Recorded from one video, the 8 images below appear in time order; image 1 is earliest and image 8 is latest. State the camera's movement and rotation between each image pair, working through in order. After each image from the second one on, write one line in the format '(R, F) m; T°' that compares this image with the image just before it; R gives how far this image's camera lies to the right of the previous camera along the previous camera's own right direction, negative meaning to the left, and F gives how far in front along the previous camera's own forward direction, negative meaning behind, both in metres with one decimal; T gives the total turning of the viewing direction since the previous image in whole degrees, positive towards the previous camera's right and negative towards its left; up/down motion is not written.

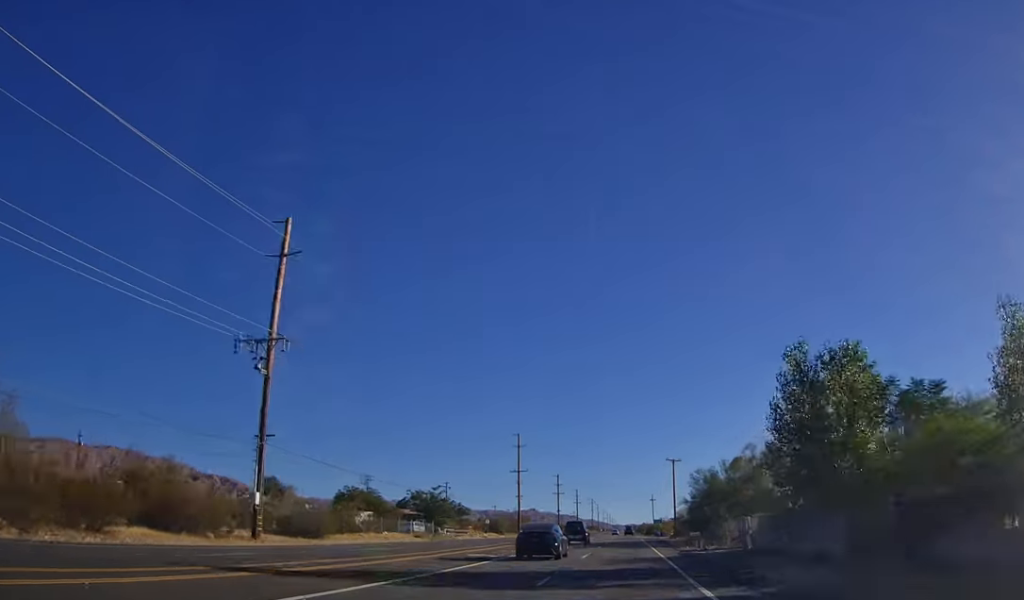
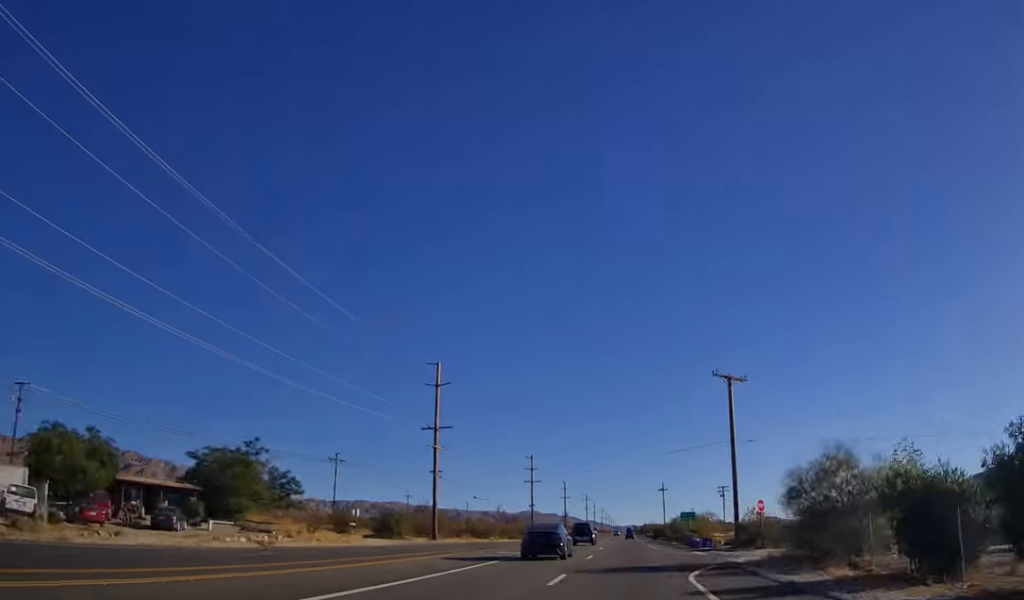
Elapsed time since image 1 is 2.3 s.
(-0.7, +59.4) m; -1°
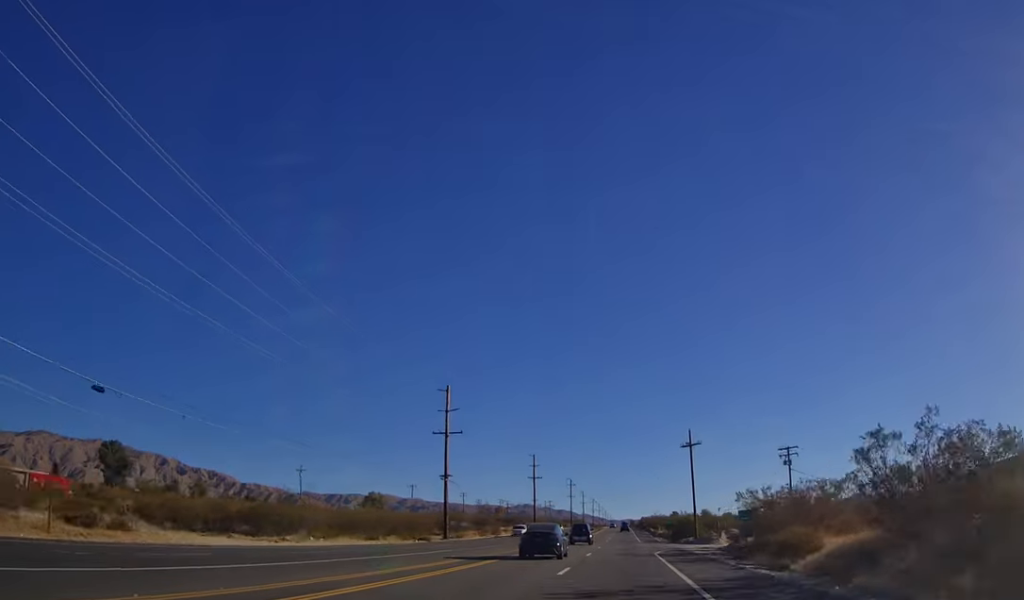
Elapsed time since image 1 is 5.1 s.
(+0.8, +73.6) m; +1°
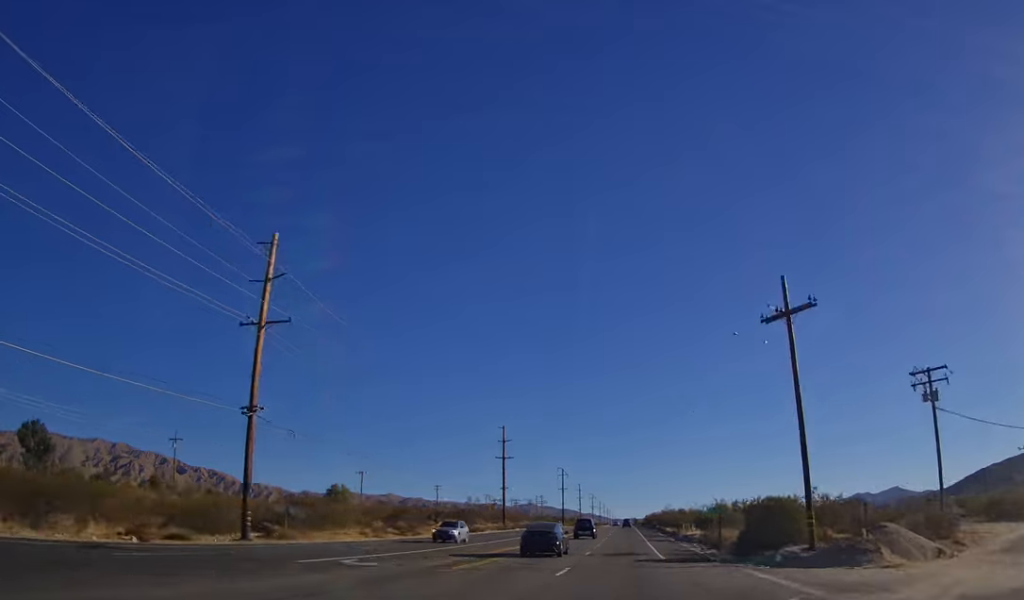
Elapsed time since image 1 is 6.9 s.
(+0.4, +47.3) m; 0°
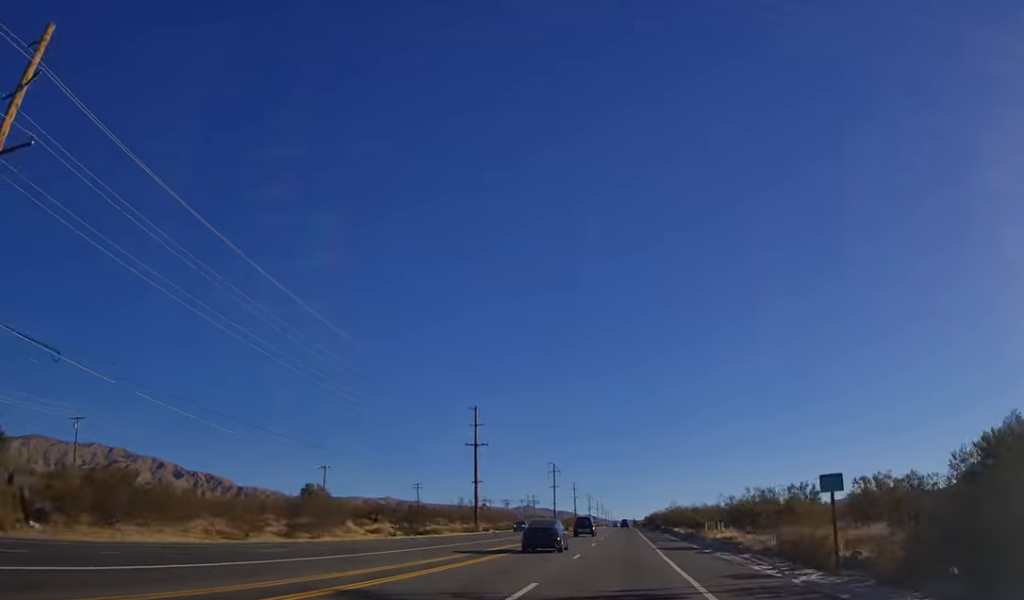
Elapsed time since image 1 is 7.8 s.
(-0.2, +22.4) m; 0°
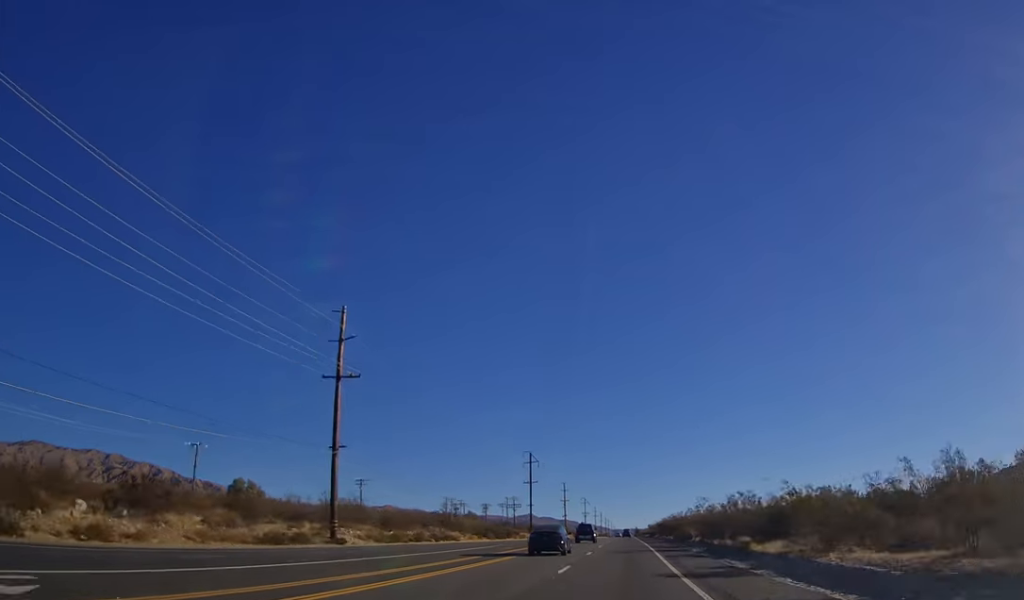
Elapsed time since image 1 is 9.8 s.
(-0.4, +51.0) m; 0°
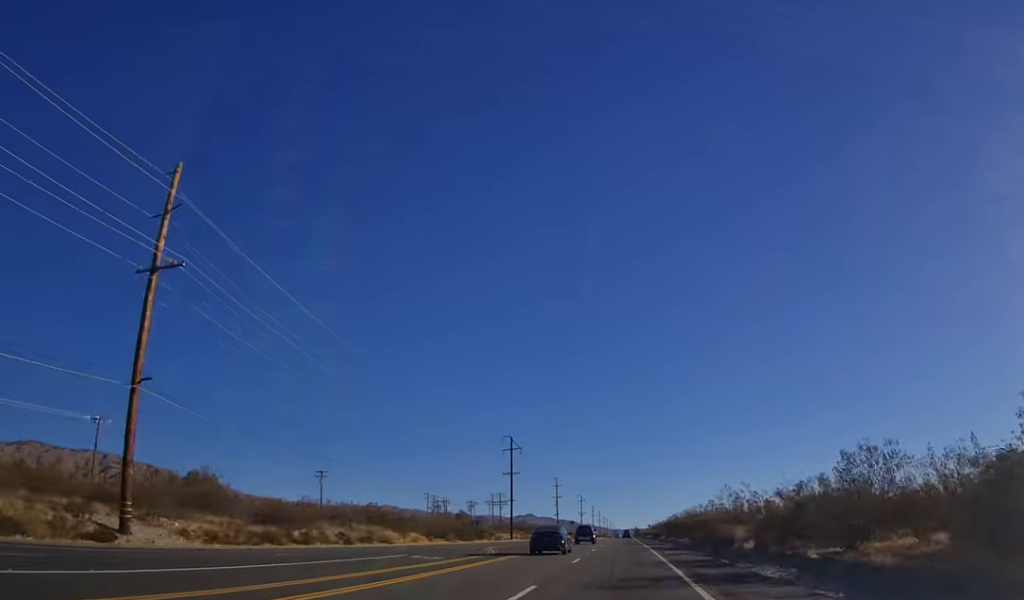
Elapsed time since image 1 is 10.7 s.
(-0.2, +23.6) m; 0°
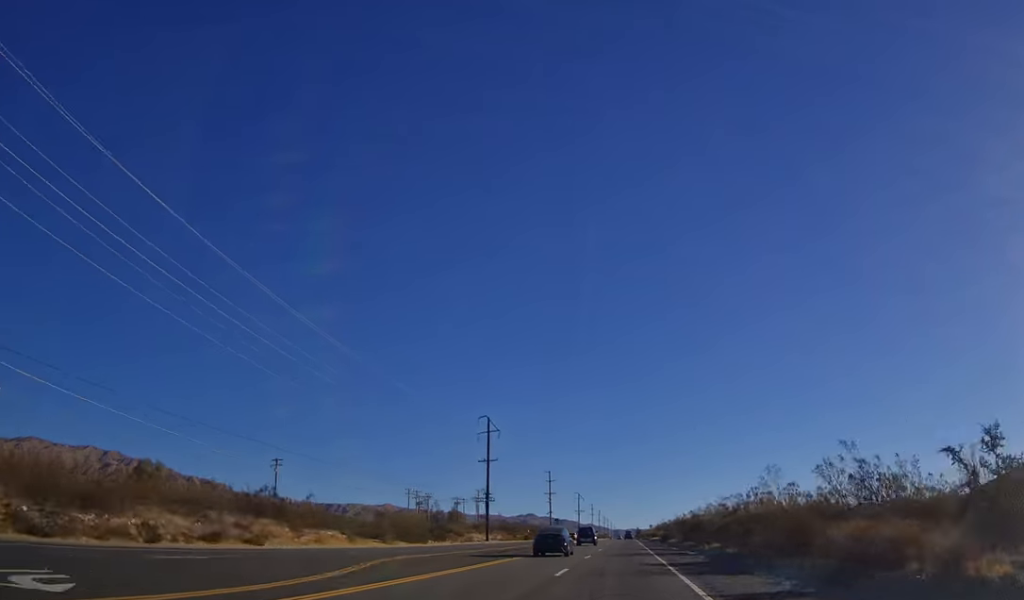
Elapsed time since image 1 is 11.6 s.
(+0.4, +21.9) m; 0°
